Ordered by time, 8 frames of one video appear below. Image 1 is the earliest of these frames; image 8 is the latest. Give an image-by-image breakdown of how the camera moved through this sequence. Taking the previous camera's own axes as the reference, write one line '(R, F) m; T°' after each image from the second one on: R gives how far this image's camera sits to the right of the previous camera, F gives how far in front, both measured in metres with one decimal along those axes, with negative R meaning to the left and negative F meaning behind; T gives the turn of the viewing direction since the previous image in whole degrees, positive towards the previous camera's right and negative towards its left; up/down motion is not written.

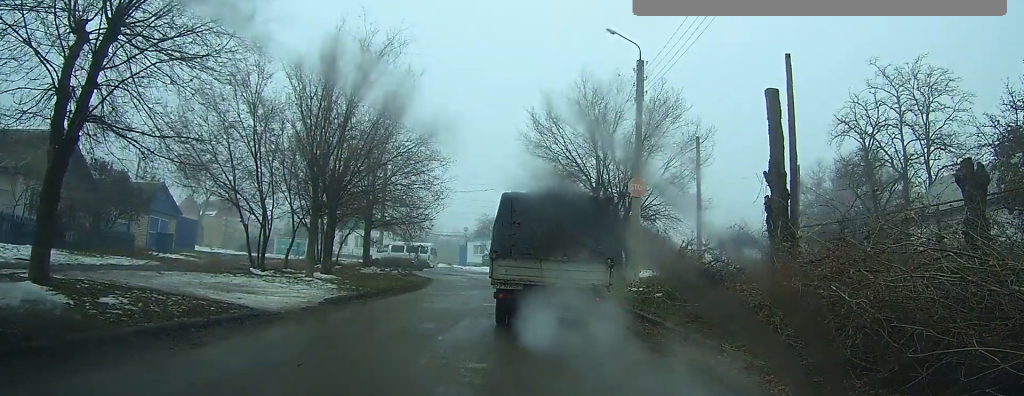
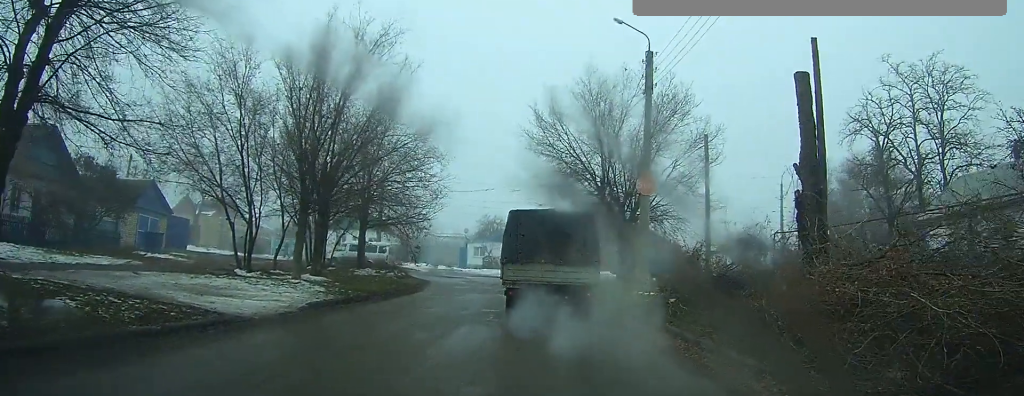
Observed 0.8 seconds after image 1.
(+0.2, +0.8) m; +5°
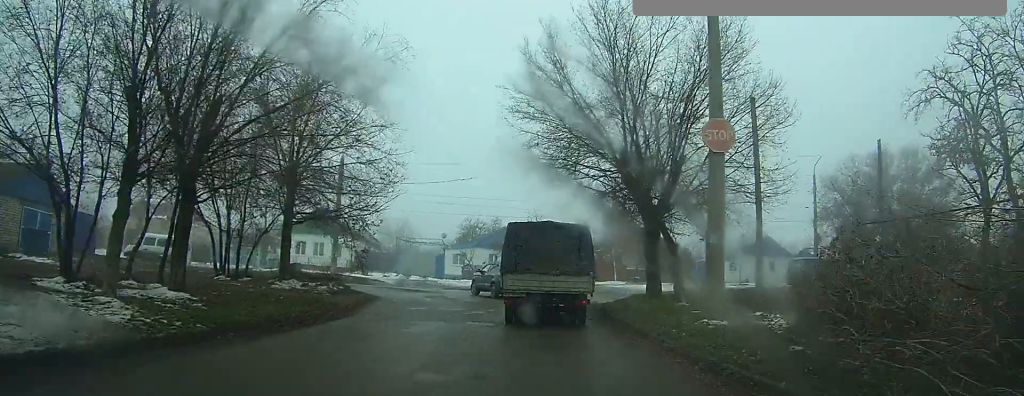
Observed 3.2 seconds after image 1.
(+0.3, +5.5) m; +4°
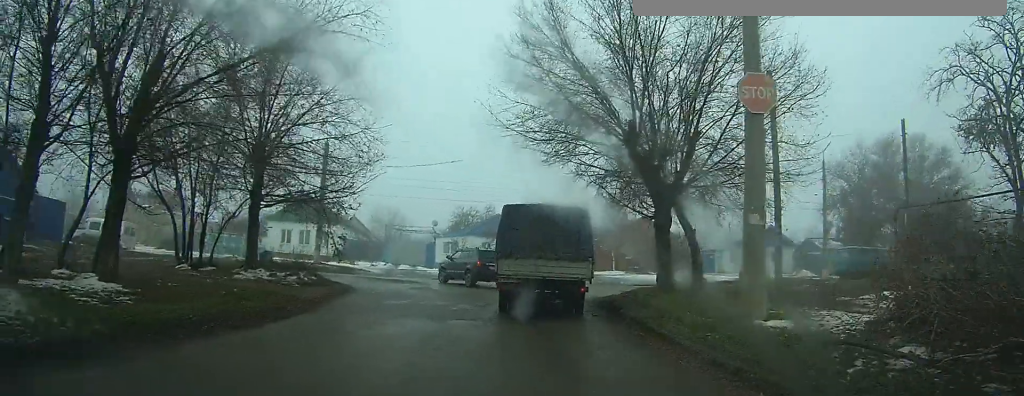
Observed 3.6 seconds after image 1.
(0.0, +1.9) m; +1°
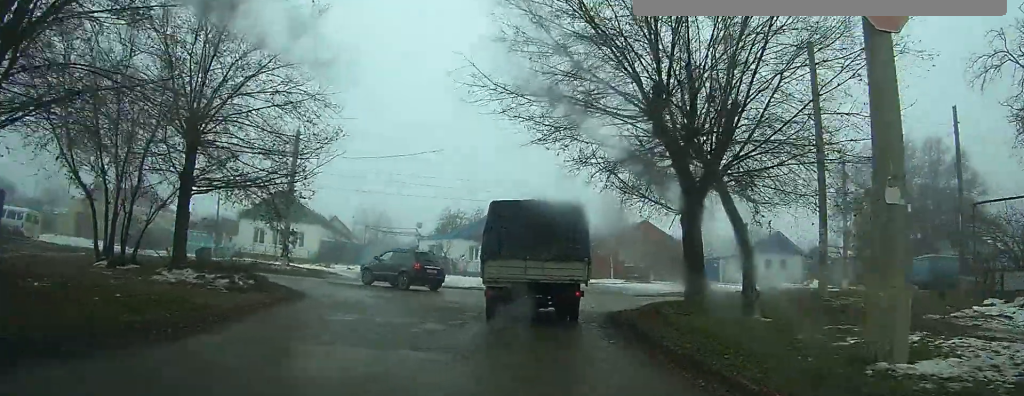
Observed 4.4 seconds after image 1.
(0.0, +3.4) m; +1°
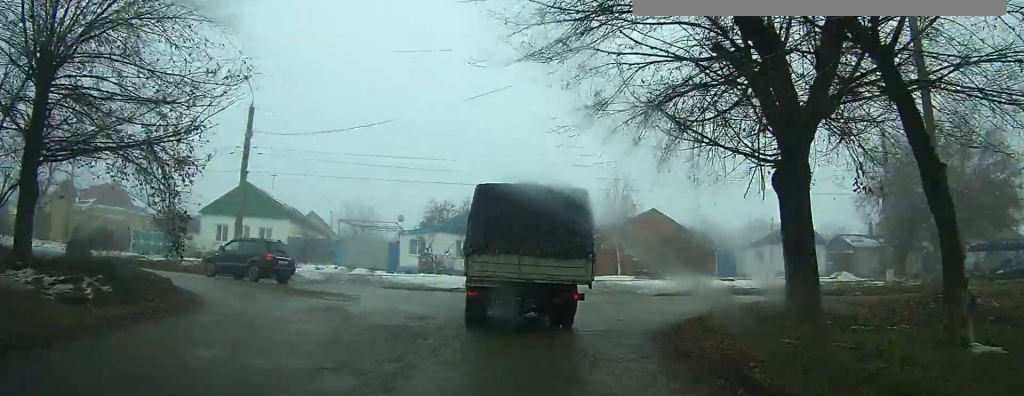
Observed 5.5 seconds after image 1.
(+0.1, +5.4) m; -1°
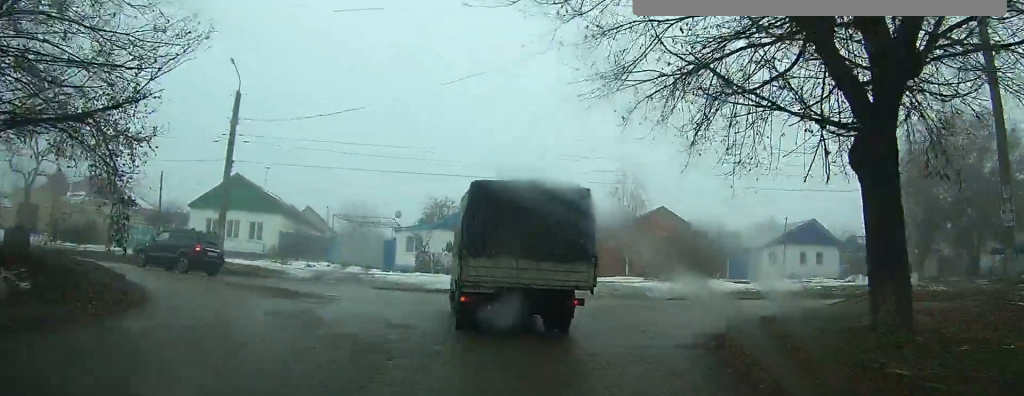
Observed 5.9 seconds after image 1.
(0.0, +2.0) m; -1°
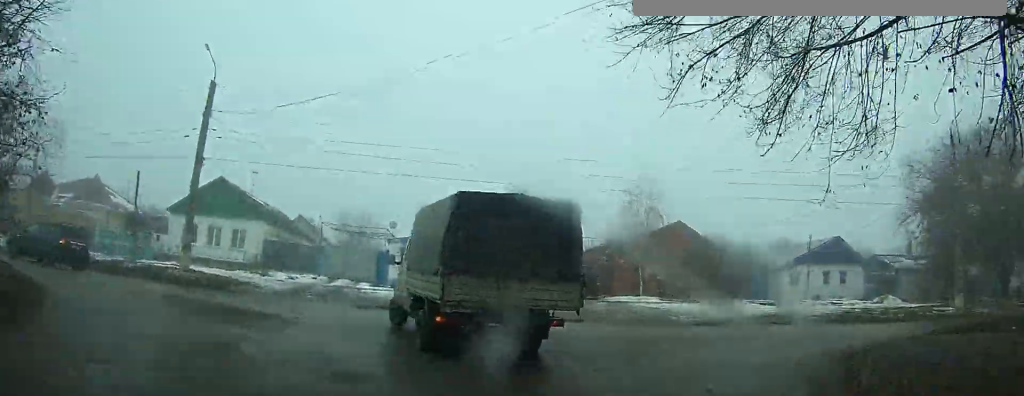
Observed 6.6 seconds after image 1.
(0.0, +3.2) m; -1°
